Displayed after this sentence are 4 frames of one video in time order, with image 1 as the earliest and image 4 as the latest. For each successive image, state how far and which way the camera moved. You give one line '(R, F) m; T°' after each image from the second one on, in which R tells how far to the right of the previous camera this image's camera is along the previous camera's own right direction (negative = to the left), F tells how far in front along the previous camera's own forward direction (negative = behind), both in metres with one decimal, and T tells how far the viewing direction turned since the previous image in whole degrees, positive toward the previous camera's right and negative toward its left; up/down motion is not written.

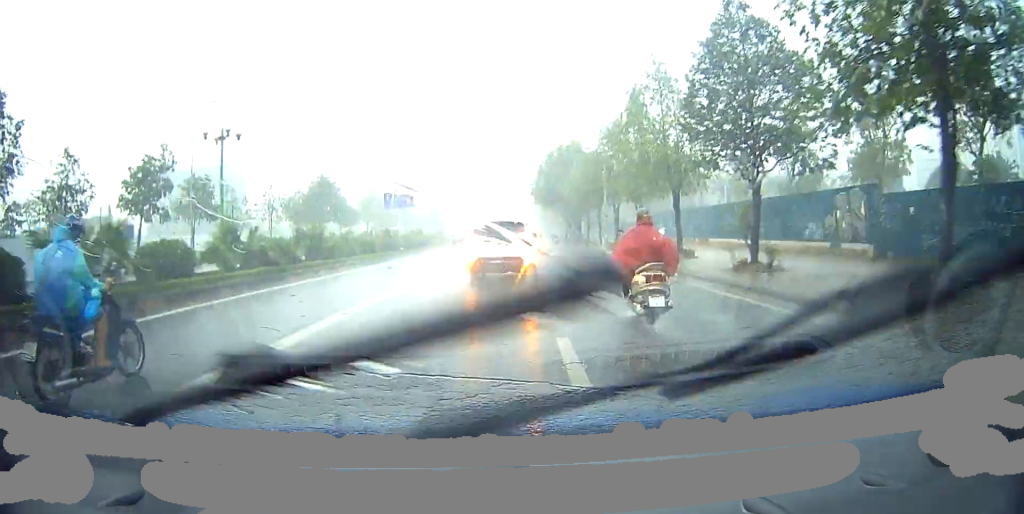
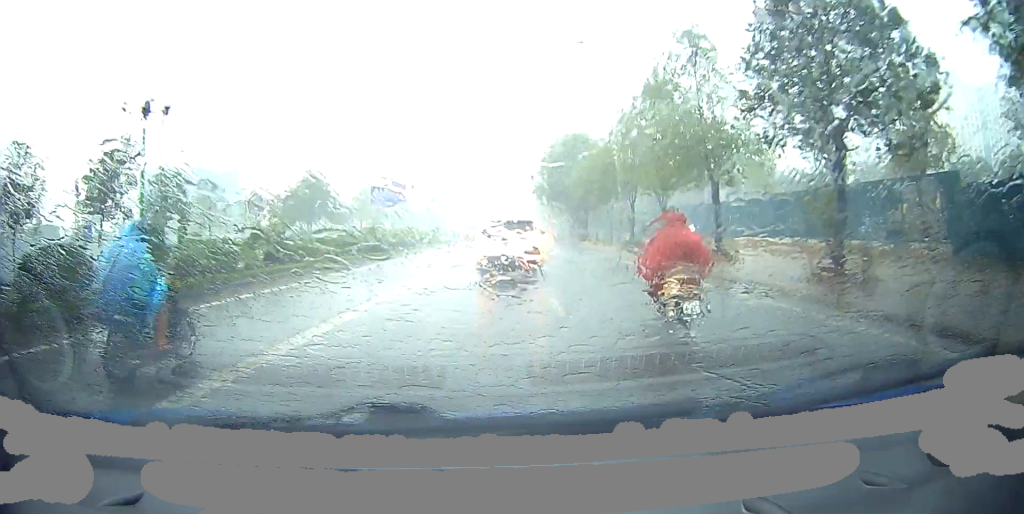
(0.0, +4.9) m; 0°
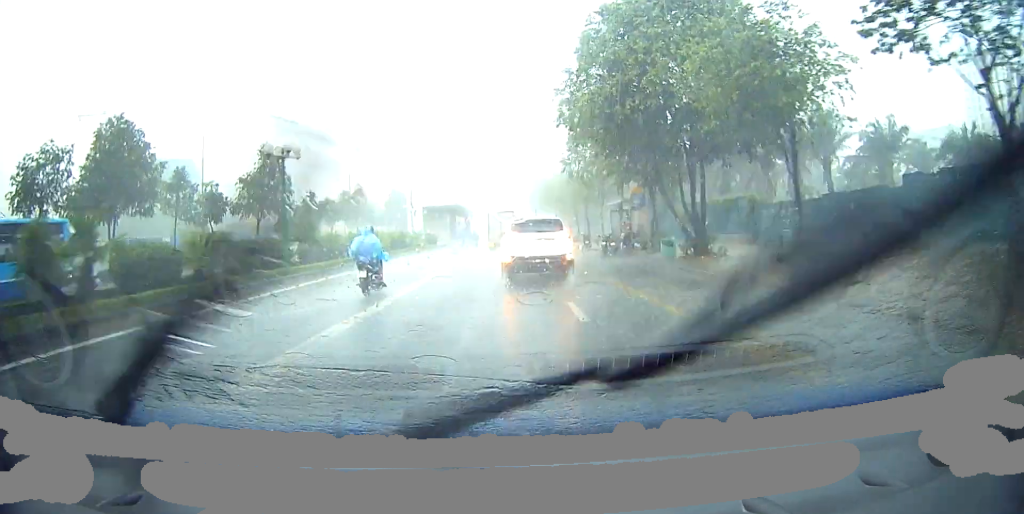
(0.0, +36.5) m; +2°
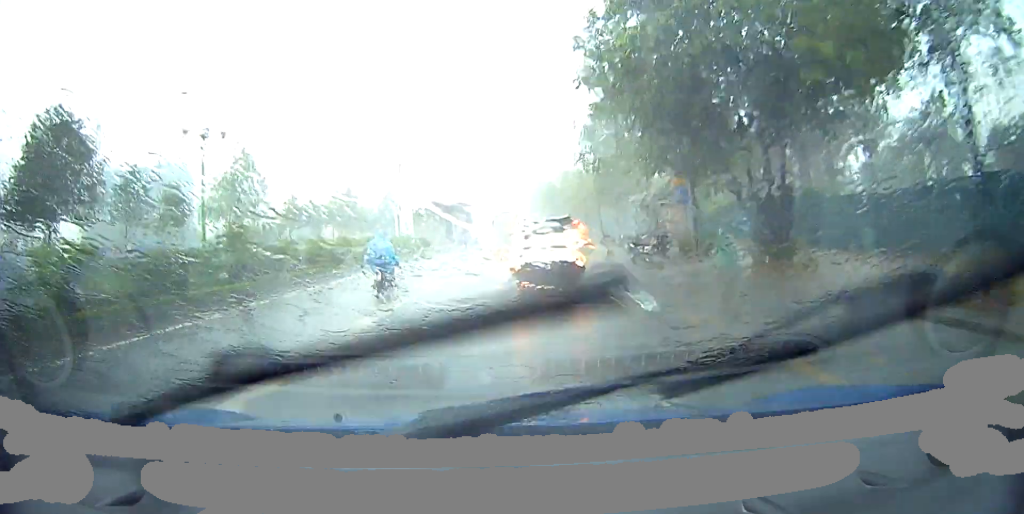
(+0.4, +5.9) m; 0°
